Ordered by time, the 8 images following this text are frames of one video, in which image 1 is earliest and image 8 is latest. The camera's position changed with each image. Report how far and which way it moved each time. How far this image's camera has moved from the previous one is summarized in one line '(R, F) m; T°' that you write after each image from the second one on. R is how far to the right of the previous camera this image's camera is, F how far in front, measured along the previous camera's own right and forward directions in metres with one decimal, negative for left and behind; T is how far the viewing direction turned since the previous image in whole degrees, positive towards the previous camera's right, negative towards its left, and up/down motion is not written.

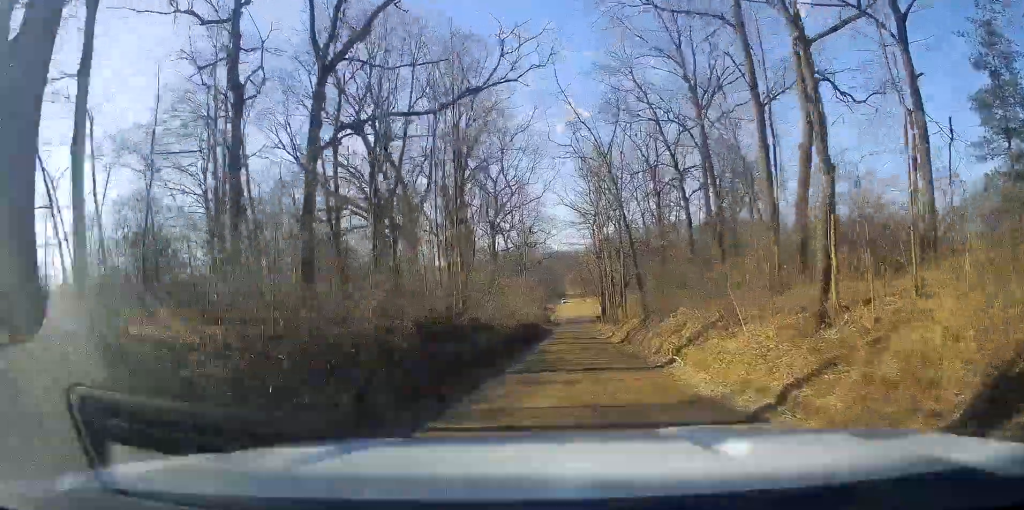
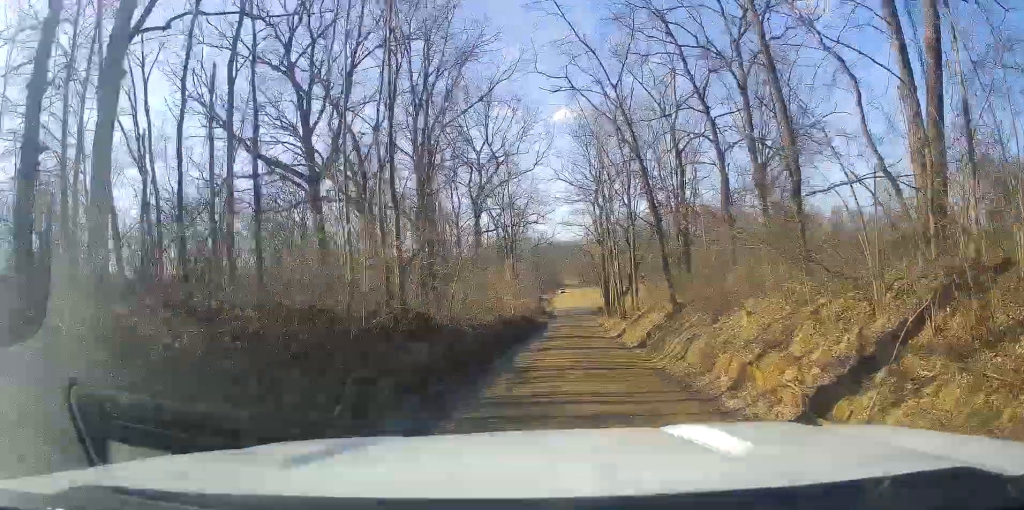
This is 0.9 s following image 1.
(-0.1, +10.3) m; 0°
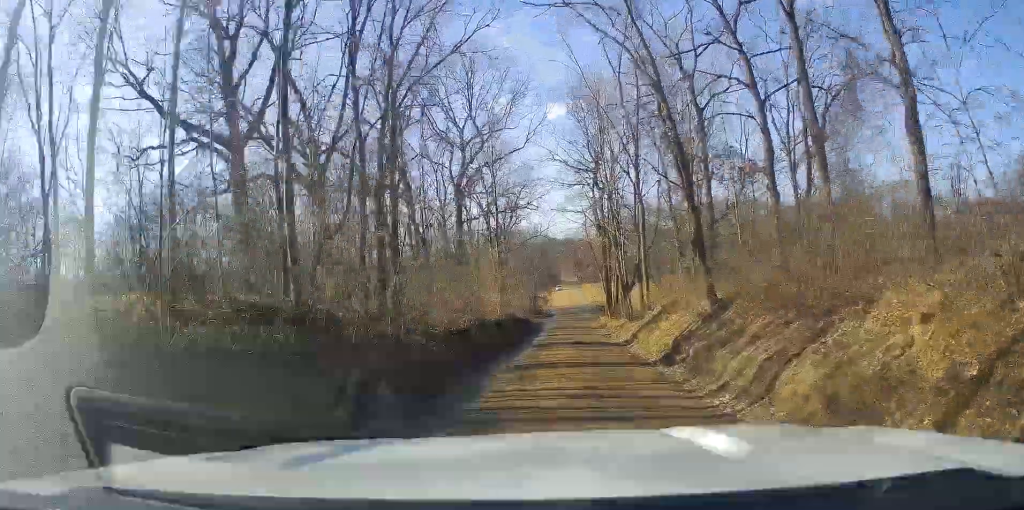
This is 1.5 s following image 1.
(0.0, +7.1) m; 0°
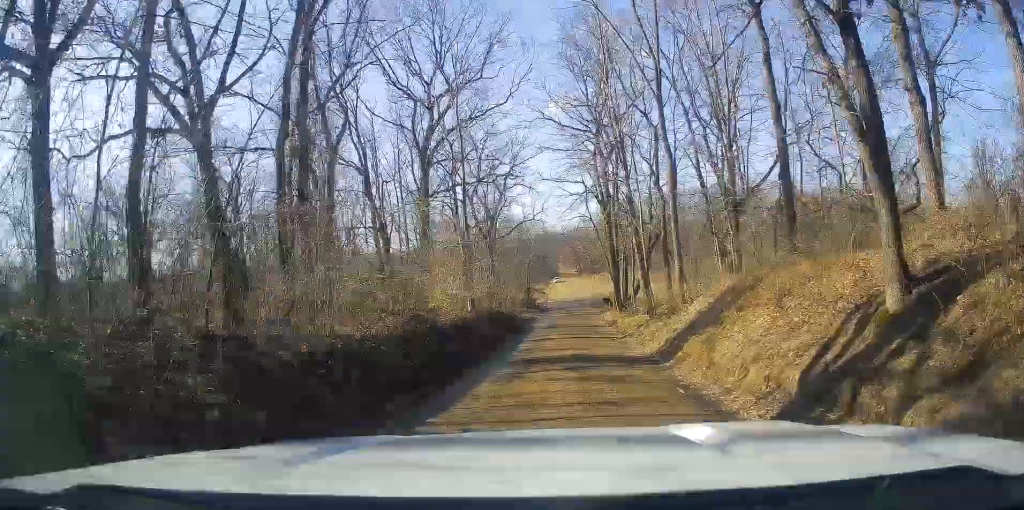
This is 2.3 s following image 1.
(0.0, +10.4) m; 0°
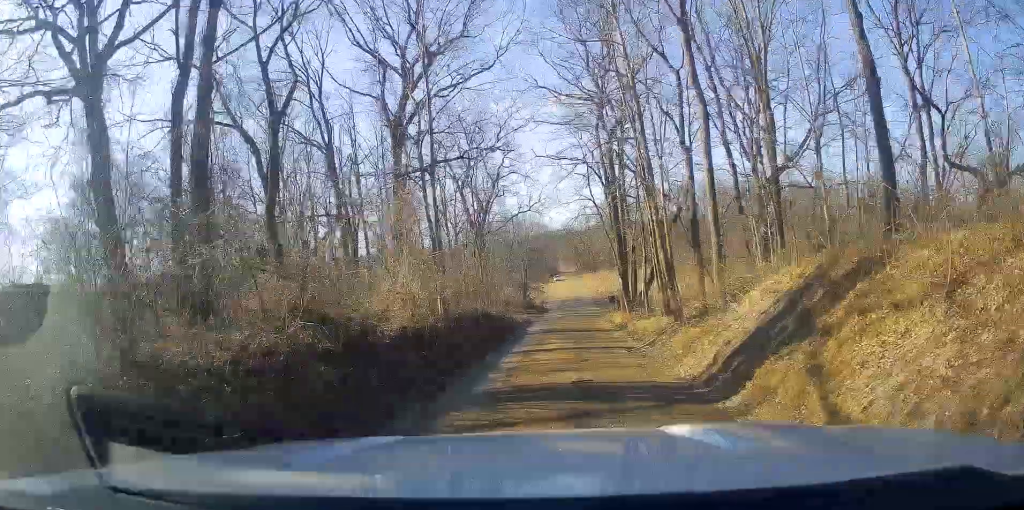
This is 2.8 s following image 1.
(-0.1, +6.0) m; +1°
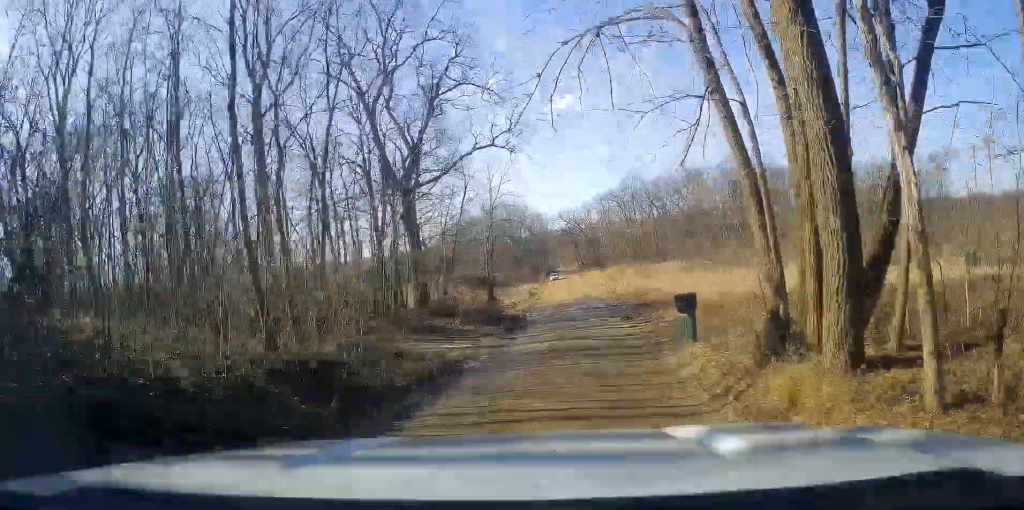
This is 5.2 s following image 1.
(+0.1, +28.3) m; +1°
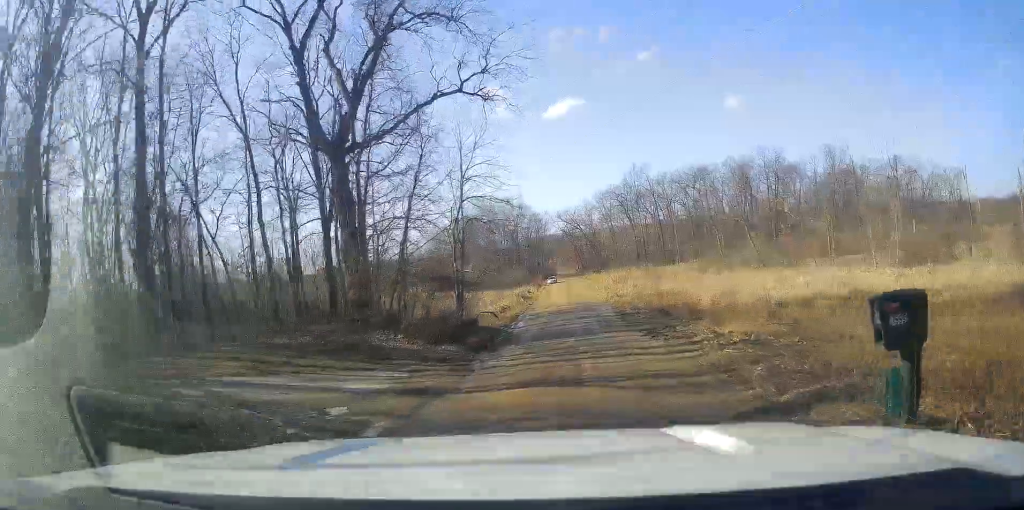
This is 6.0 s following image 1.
(+0.5, +10.4) m; -1°
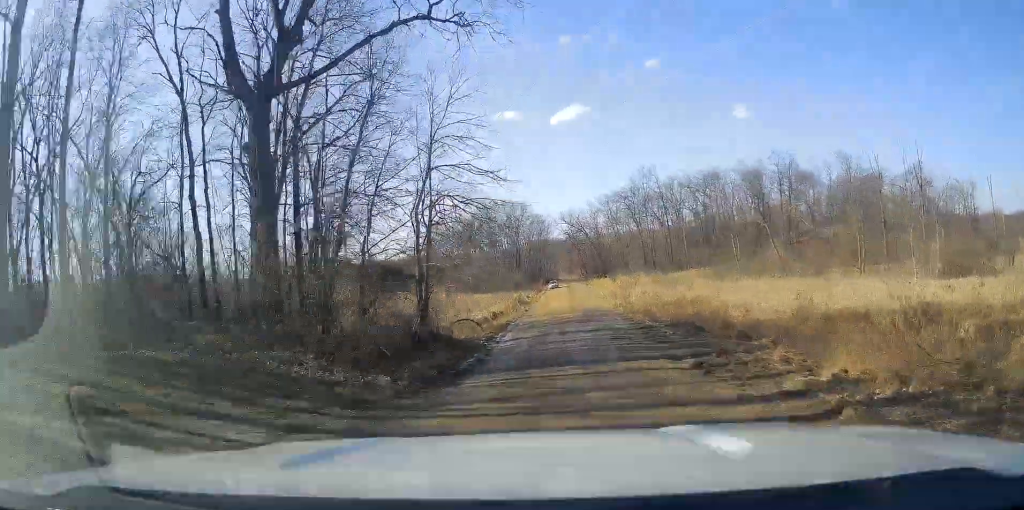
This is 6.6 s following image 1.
(-0.2, +7.5) m; -2°
